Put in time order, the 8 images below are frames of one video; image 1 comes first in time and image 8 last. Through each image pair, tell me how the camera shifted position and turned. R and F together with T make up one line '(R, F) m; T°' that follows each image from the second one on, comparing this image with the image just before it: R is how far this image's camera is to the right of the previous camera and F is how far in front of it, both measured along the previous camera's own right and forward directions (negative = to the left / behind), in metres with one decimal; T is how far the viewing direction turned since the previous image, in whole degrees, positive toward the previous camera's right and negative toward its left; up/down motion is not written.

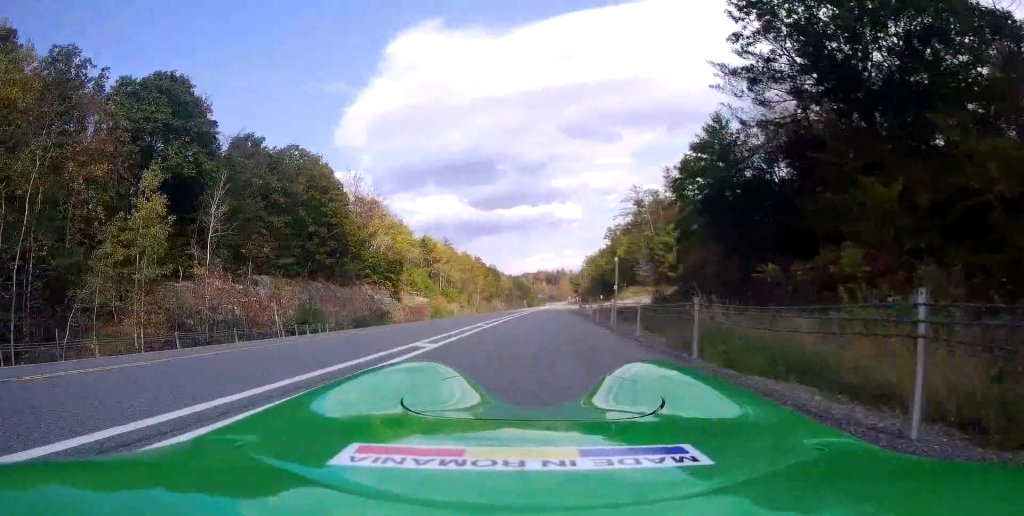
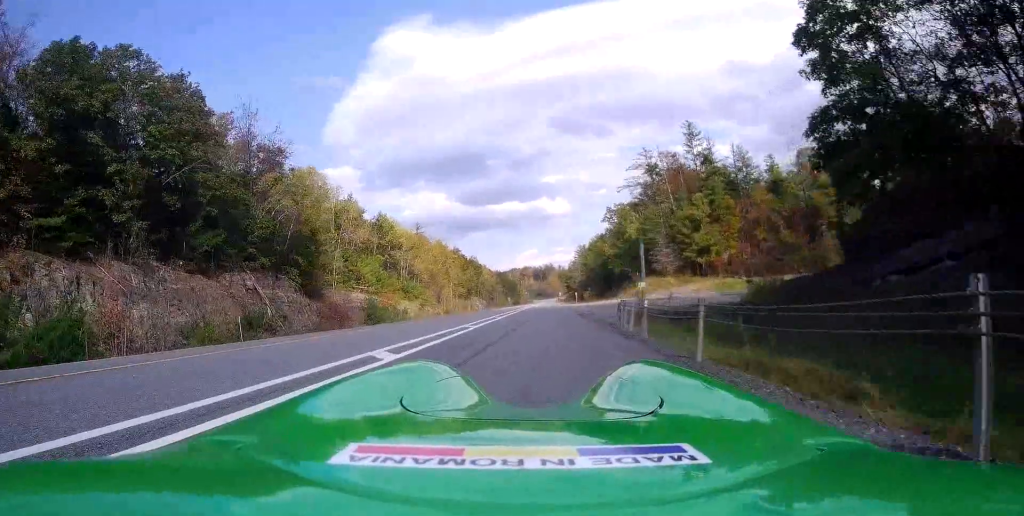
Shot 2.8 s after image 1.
(-0.8, +28.9) m; -1°
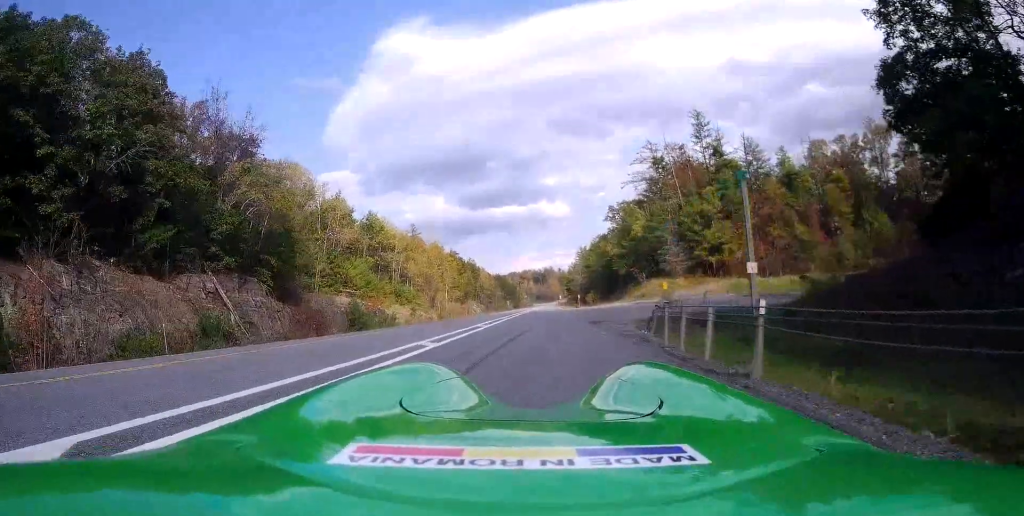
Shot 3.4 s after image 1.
(0.0, +7.1) m; 0°
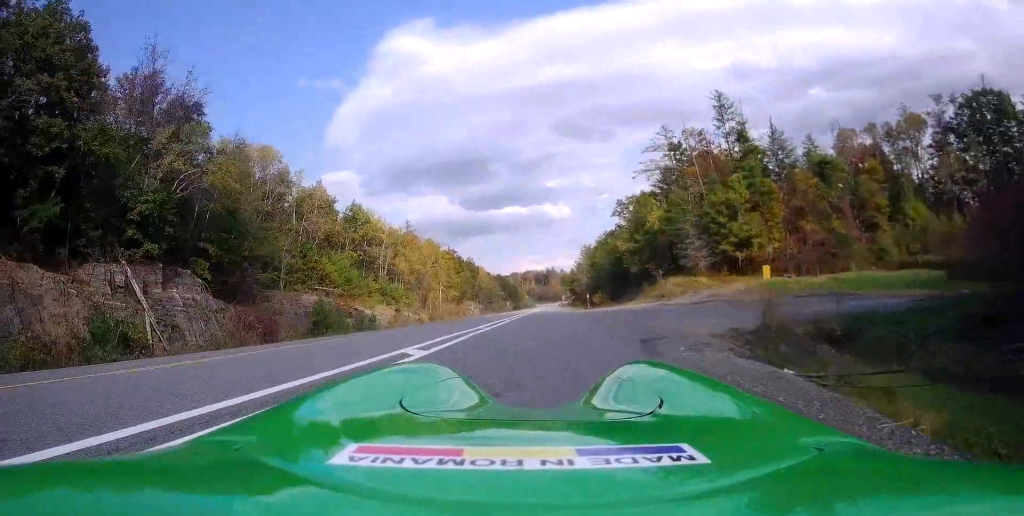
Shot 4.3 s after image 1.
(0.0, +11.9) m; 0°
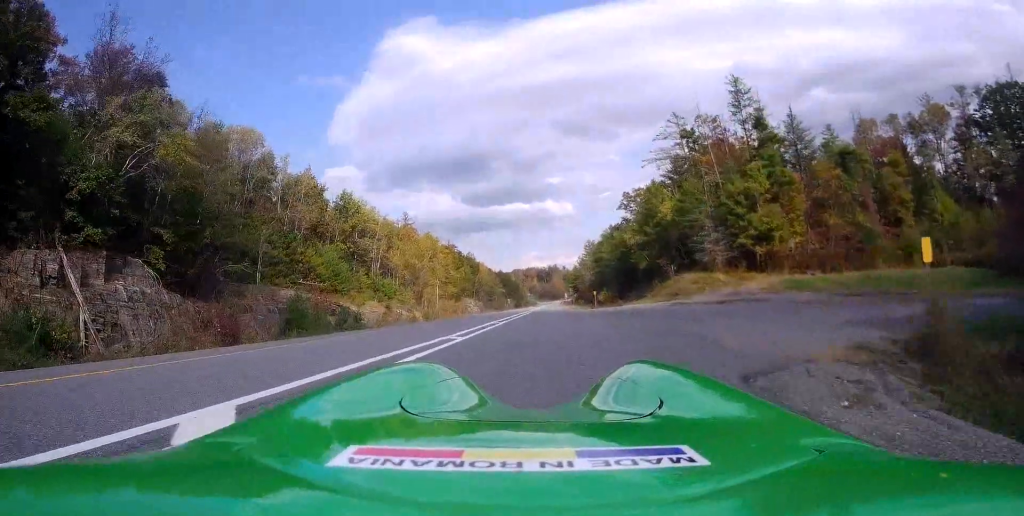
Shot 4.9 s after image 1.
(0.0, +6.2) m; -1°
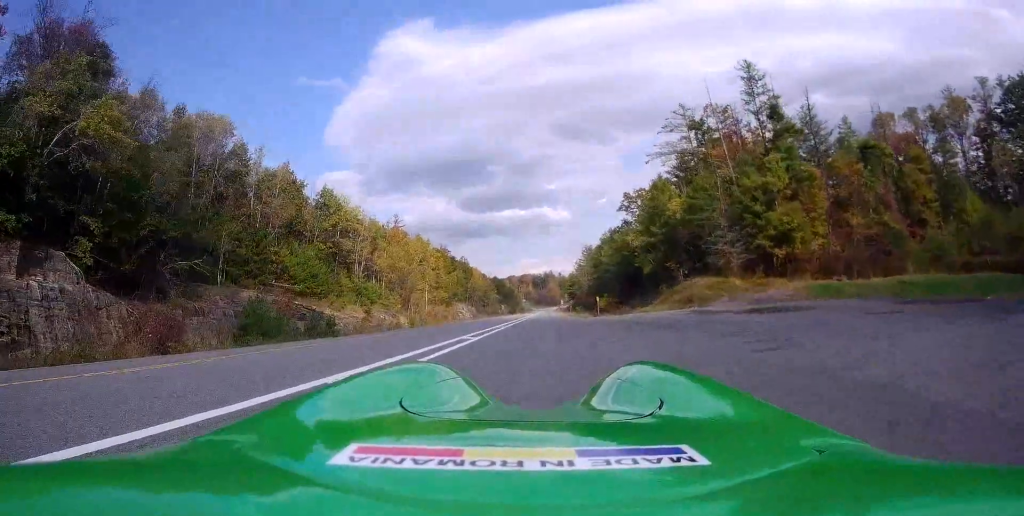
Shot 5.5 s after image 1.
(+0.1, +6.4) m; -2°
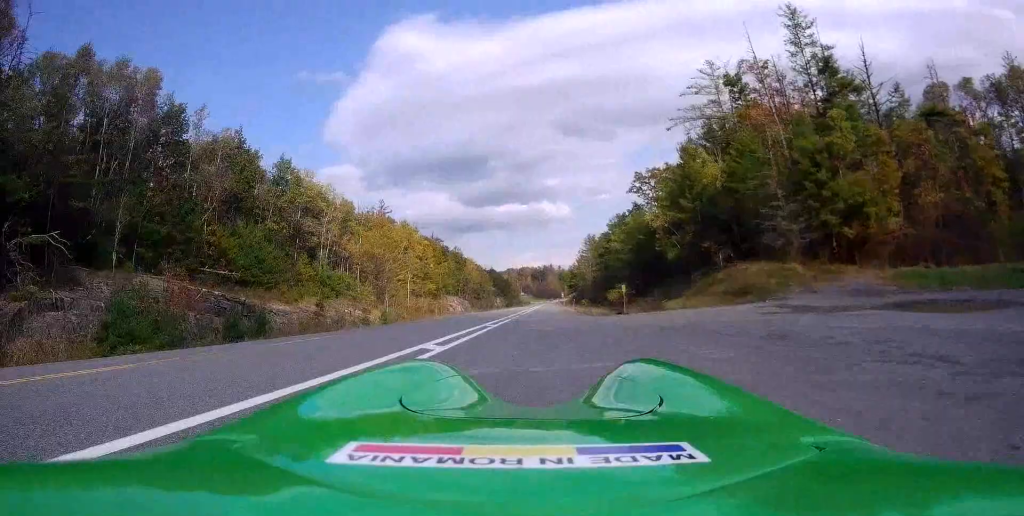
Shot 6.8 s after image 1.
(-0.4, +14.7) m; +1°
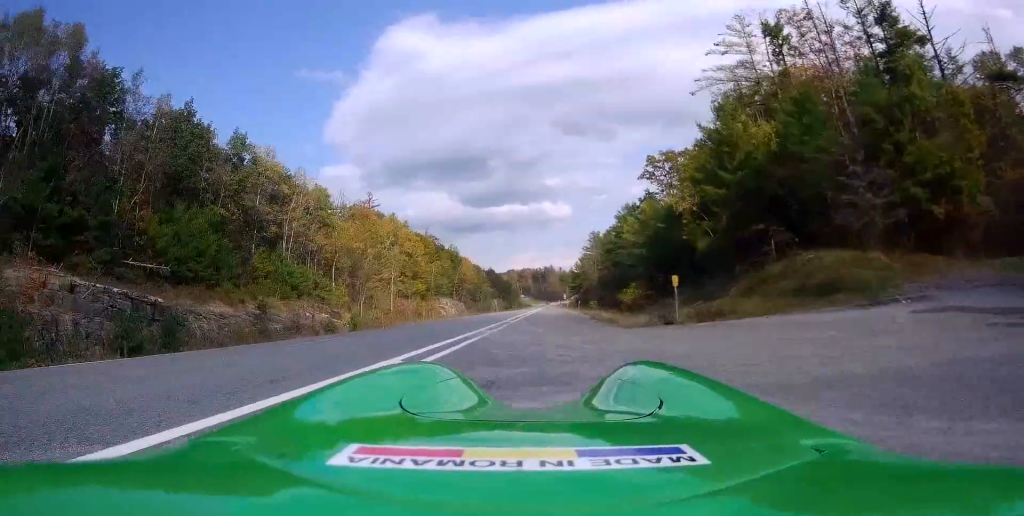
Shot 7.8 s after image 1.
(+0.5, +11.5) m; +3°
